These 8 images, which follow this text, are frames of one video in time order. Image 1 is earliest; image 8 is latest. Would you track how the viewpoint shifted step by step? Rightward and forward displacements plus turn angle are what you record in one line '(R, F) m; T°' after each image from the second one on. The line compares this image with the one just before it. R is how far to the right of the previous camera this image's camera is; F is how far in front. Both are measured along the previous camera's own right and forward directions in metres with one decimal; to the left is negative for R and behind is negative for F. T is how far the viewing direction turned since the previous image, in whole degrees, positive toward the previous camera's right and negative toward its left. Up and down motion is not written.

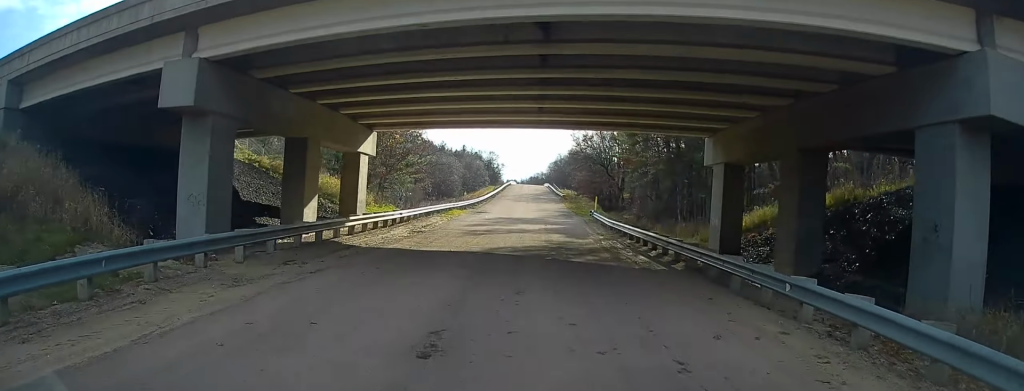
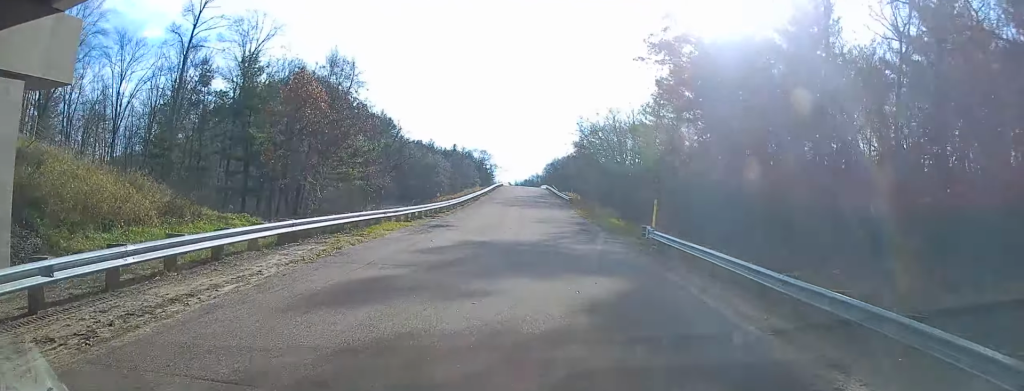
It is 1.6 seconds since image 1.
(-0.7, +23.7) m; -1°
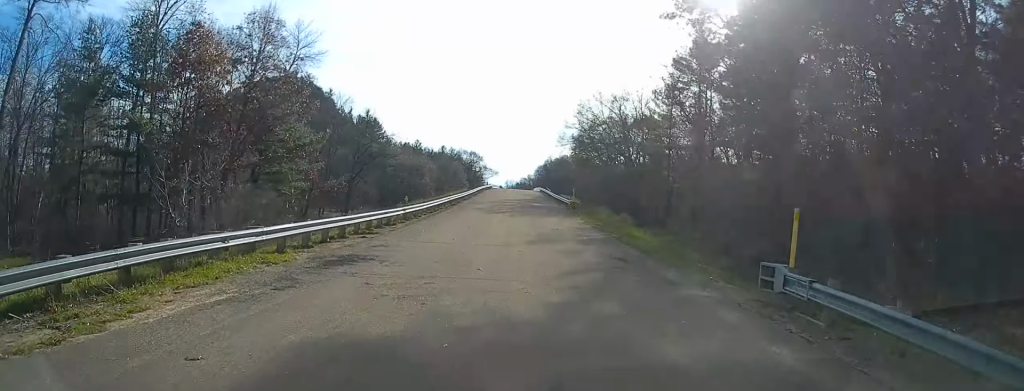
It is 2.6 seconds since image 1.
(+0.5, +14.2) m; +2°
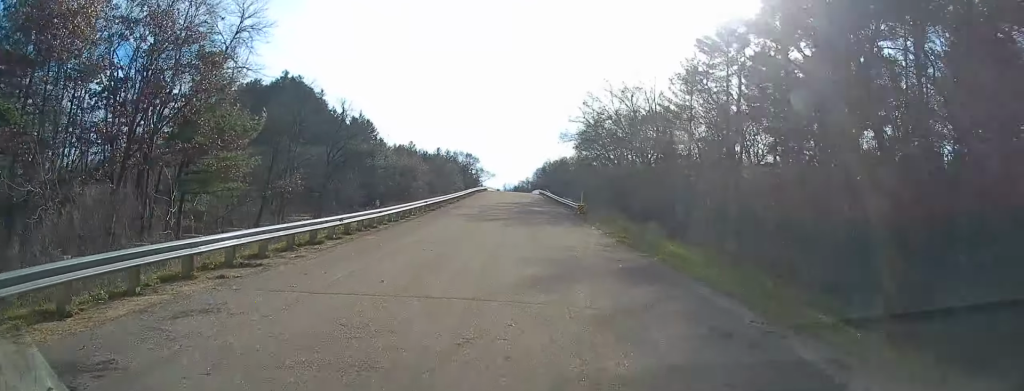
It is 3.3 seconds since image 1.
(0.0, +10.7) m; 0°
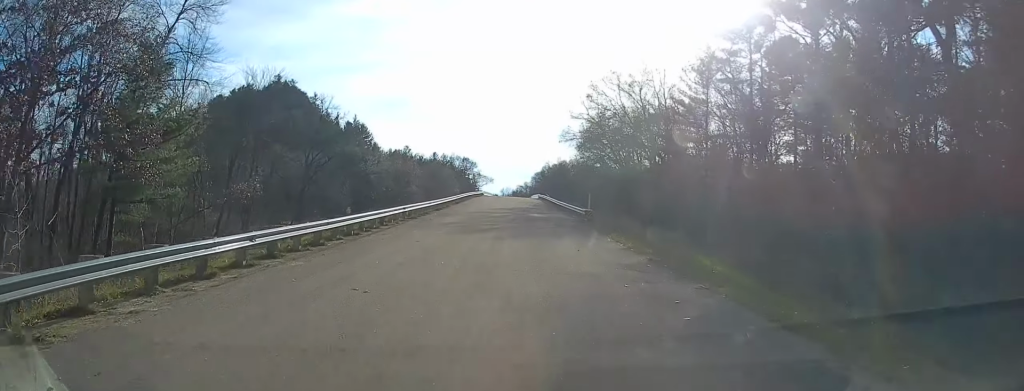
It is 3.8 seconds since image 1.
(0.0, +7.0) m; 0°
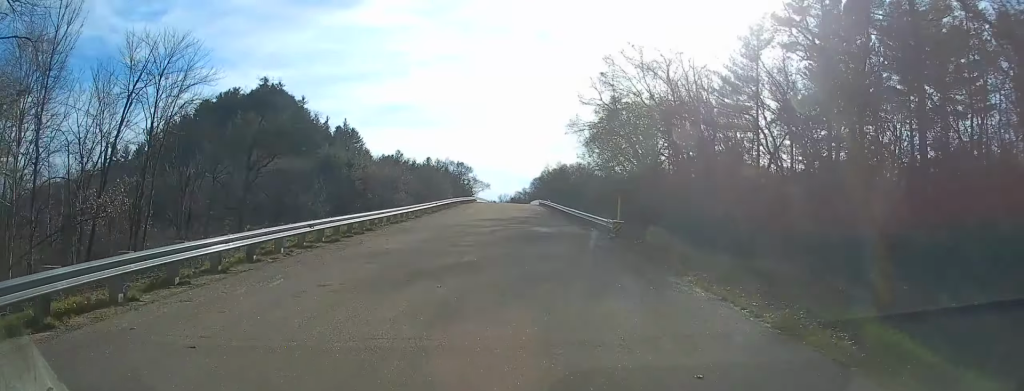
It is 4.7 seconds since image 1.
(0.0, +14.1) m; +1°
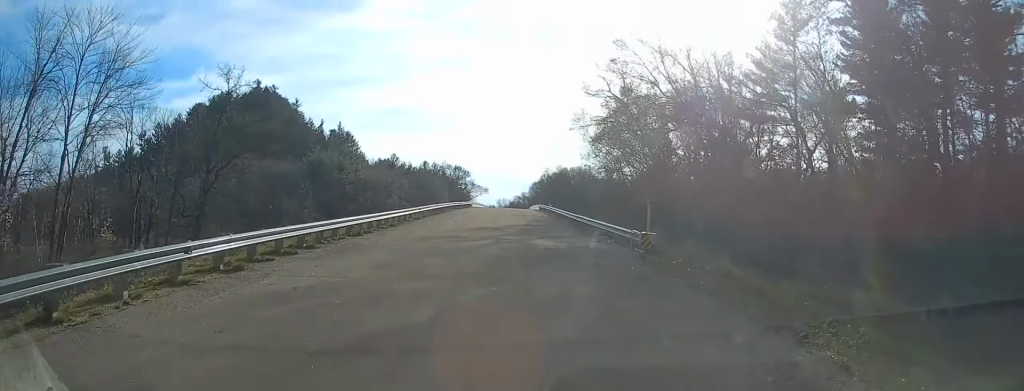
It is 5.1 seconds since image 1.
(+0.3, +7.2) m; 0°
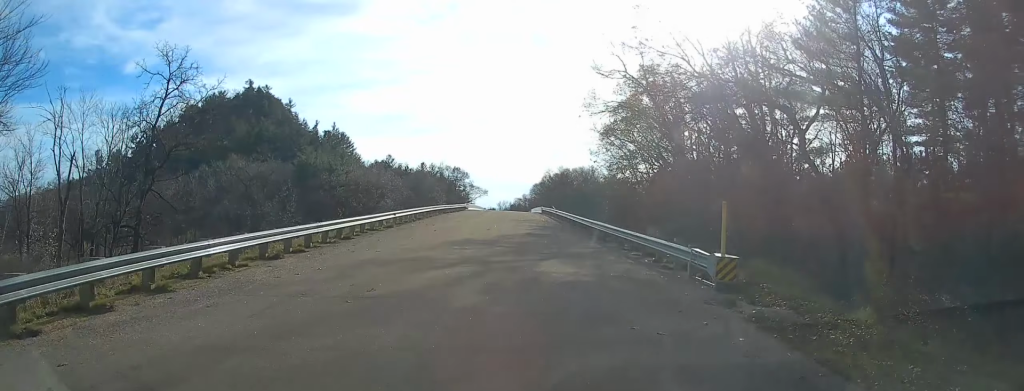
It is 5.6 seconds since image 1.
(+0.2, +8.3) m; 0°
